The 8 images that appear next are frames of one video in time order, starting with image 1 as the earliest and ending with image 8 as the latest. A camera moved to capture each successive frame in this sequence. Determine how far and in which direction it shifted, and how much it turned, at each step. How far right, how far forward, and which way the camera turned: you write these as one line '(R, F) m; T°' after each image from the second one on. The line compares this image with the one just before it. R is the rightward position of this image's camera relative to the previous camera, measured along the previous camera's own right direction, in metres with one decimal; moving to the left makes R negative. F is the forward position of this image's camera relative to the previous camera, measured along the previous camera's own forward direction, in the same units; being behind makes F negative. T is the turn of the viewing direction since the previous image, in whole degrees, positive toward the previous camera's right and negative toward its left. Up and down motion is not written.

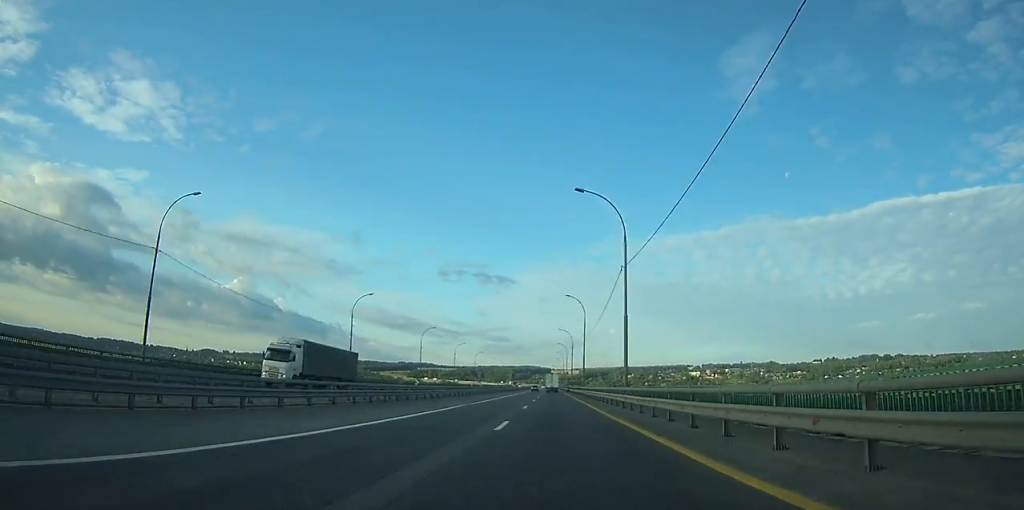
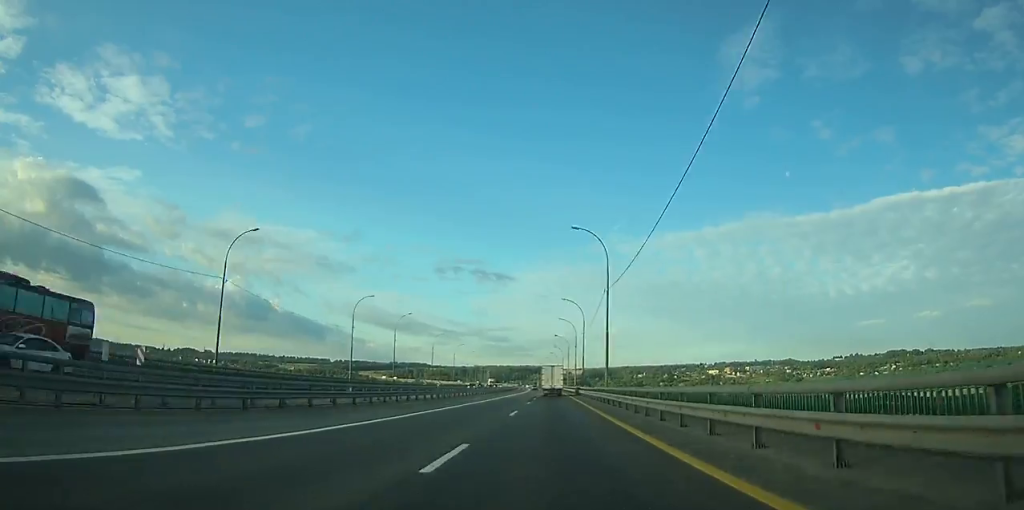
(0.0, +198.3) m; 0°
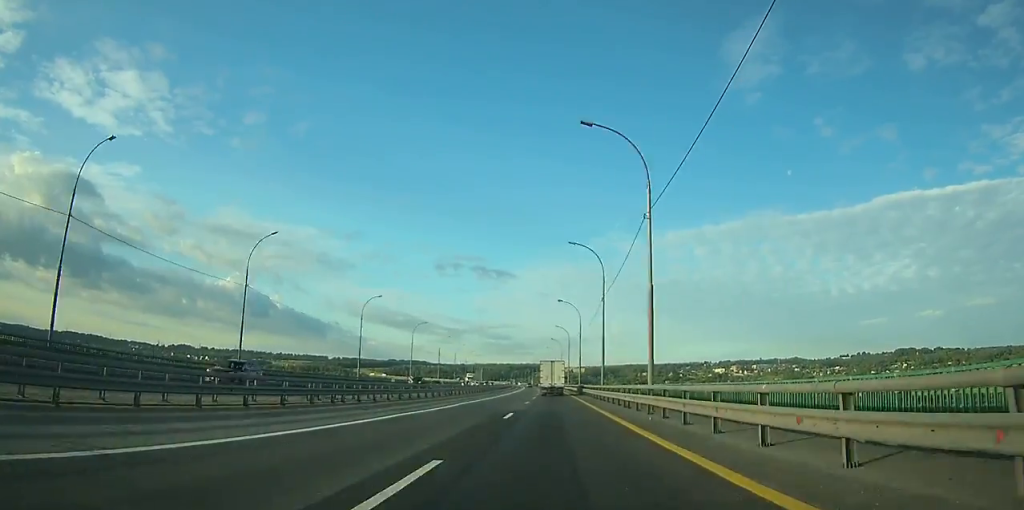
(0.0, +46.3) m; 0°
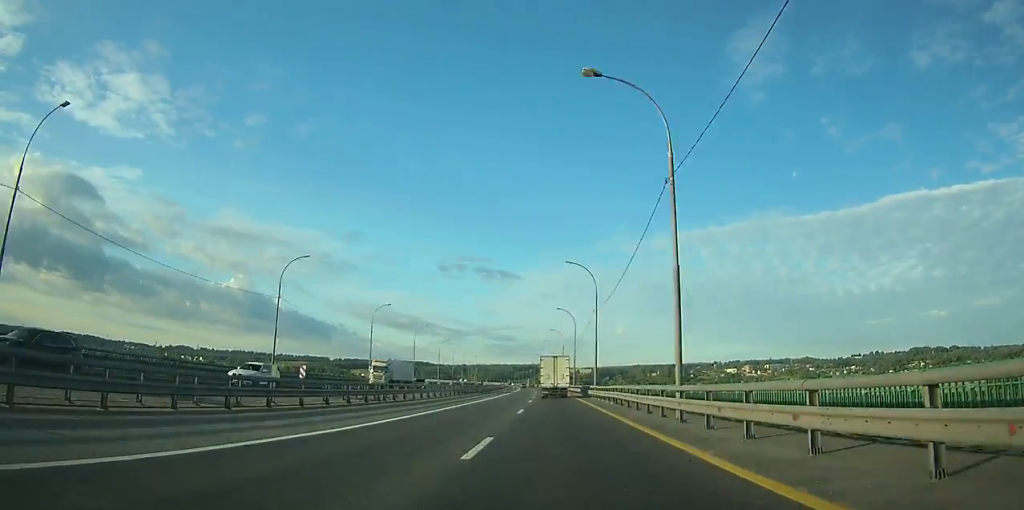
(-0.3, +55.0) m; -1°
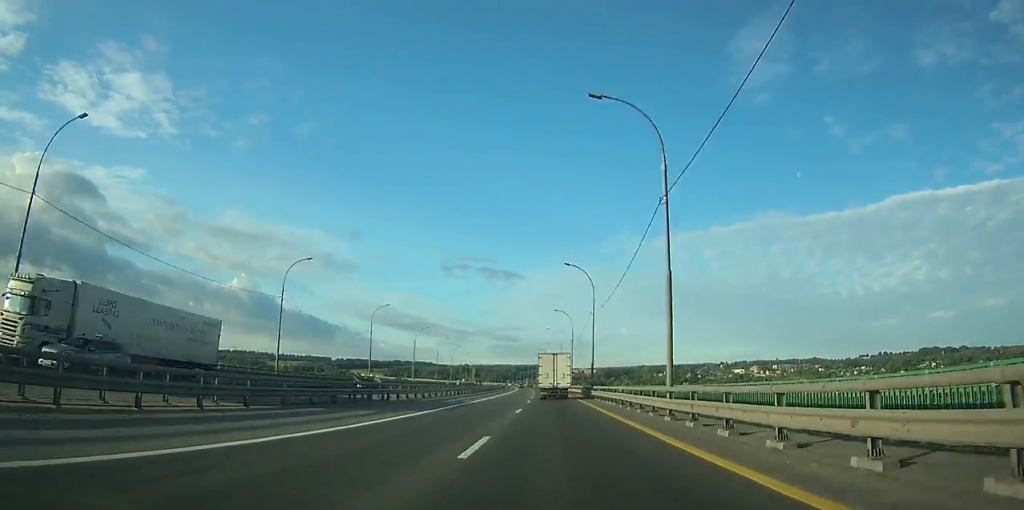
(+0.1, +29.8) m; 0°
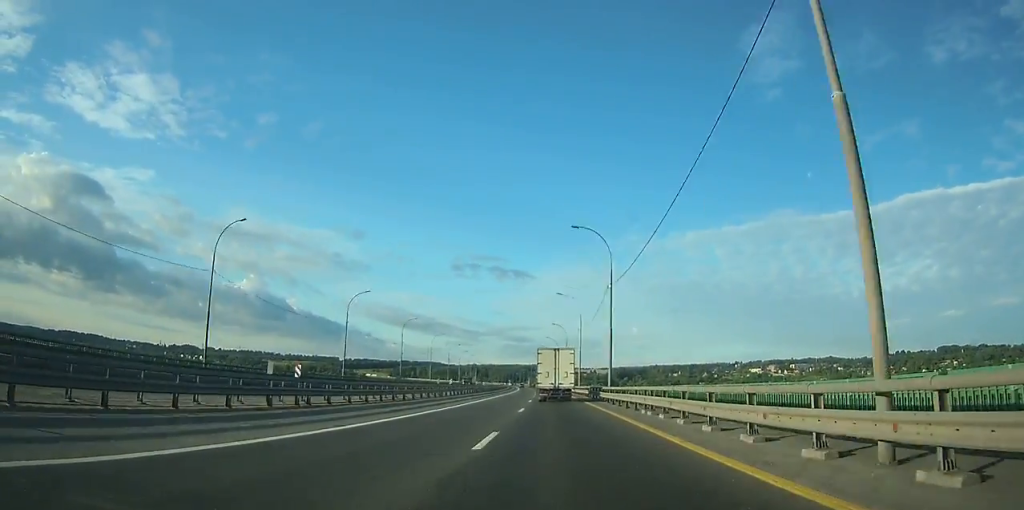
(-0.4, +46.2) m; -1°
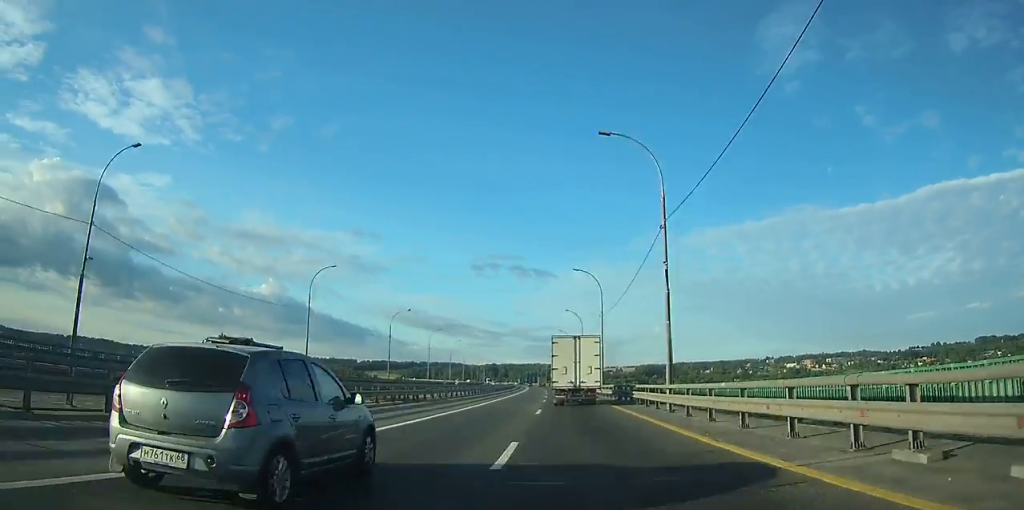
(-1.3, +82.4) m; -2°
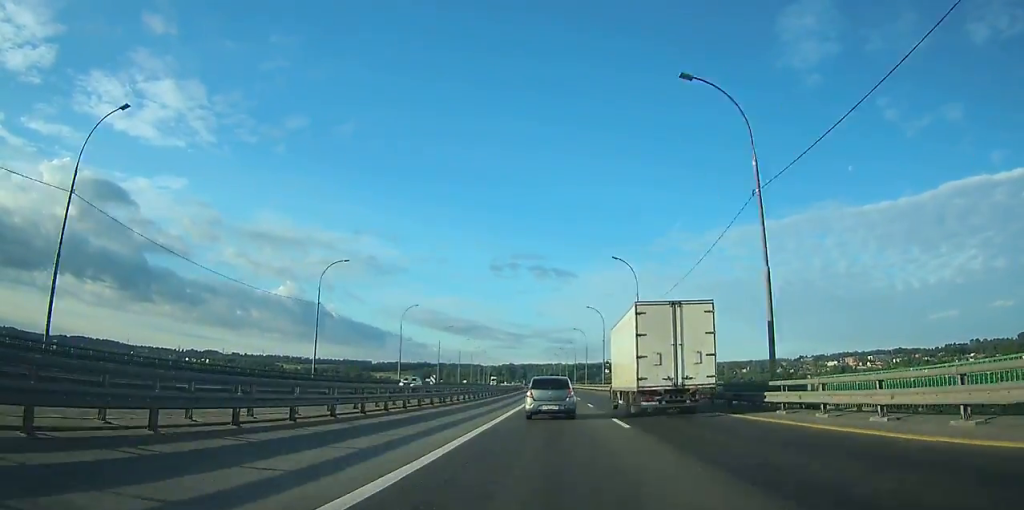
(-2.1, +103.0) m; -2°
